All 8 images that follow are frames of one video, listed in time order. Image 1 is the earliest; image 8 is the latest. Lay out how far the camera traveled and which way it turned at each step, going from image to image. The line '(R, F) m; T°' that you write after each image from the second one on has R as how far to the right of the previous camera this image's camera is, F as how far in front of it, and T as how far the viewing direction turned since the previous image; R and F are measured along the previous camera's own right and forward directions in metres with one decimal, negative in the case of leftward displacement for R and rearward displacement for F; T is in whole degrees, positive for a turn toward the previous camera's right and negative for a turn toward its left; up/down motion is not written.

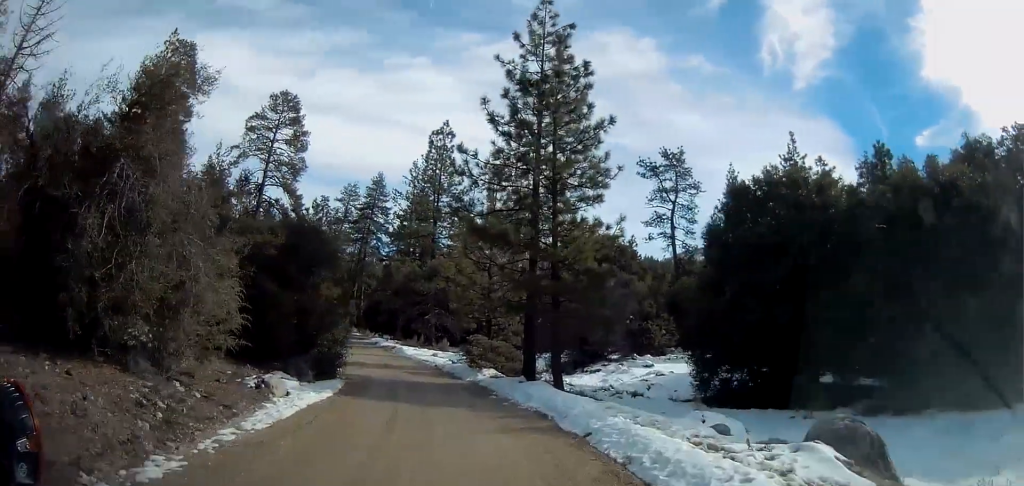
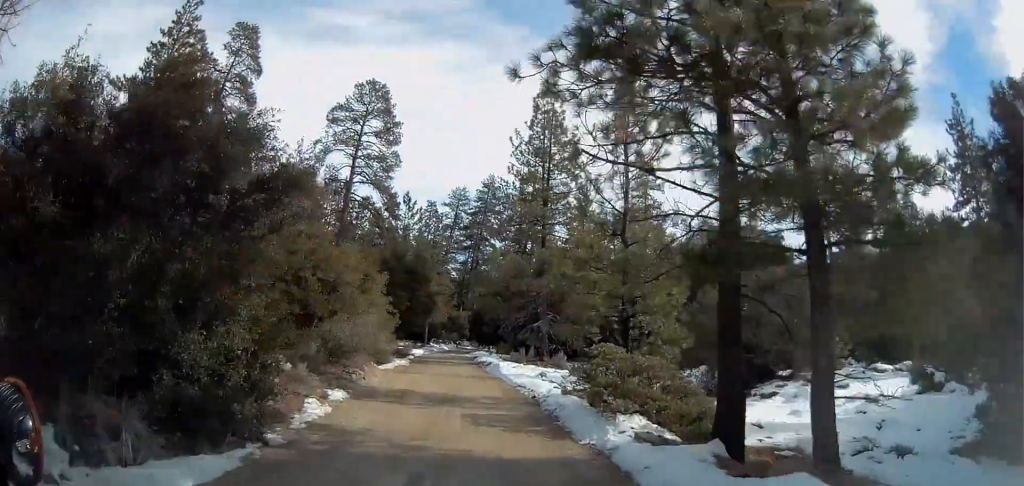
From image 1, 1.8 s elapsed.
(-1.6, +12.7) m; -13°
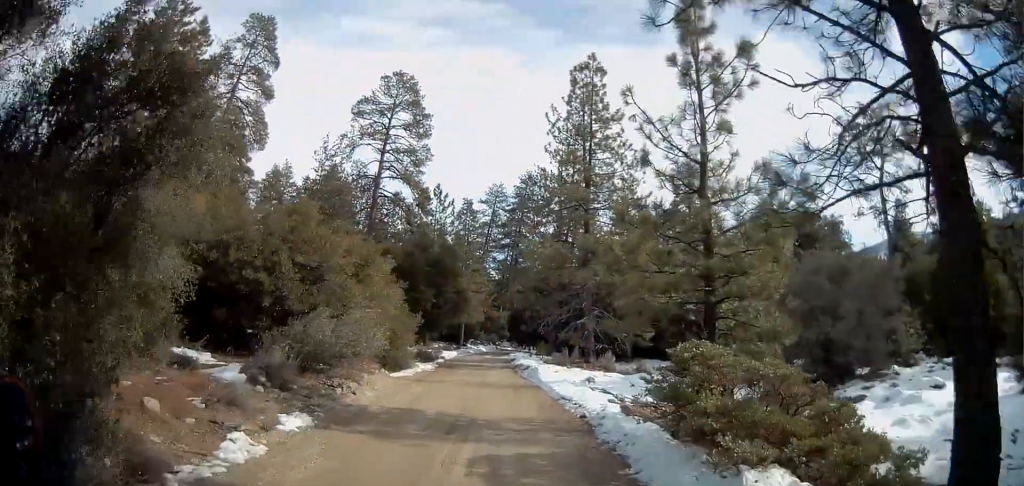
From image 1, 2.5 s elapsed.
(-0.1, +5.2) m; -4°
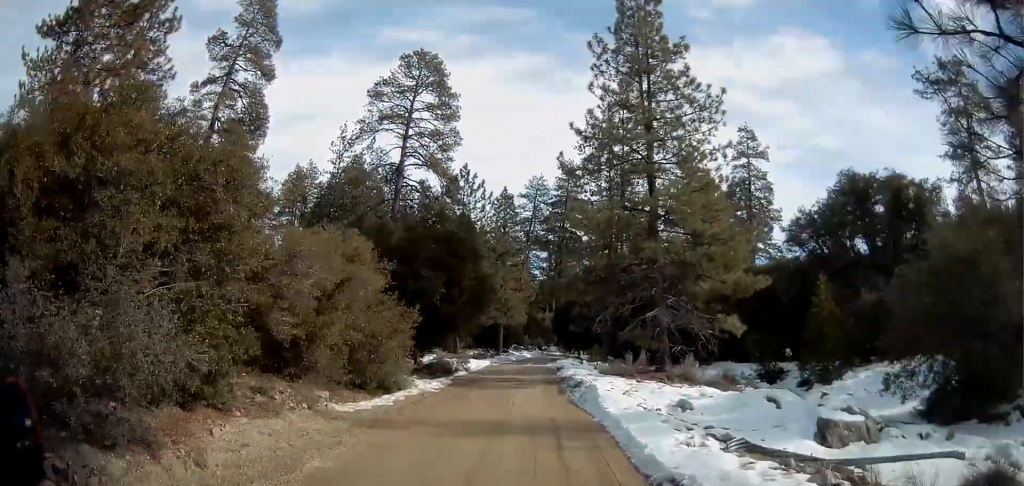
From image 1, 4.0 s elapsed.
(-0.4, +10.2) m; -4°
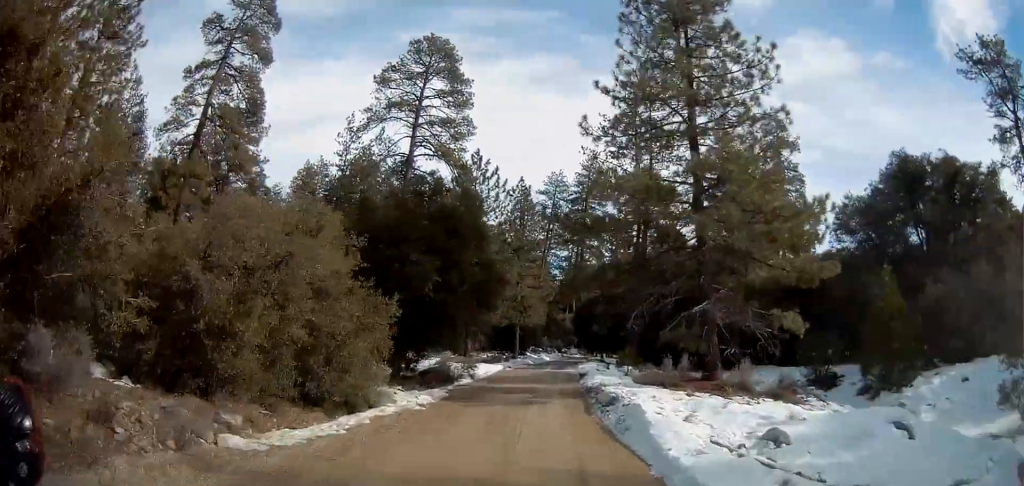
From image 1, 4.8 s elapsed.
(-0.2, +5.4) m; -1°
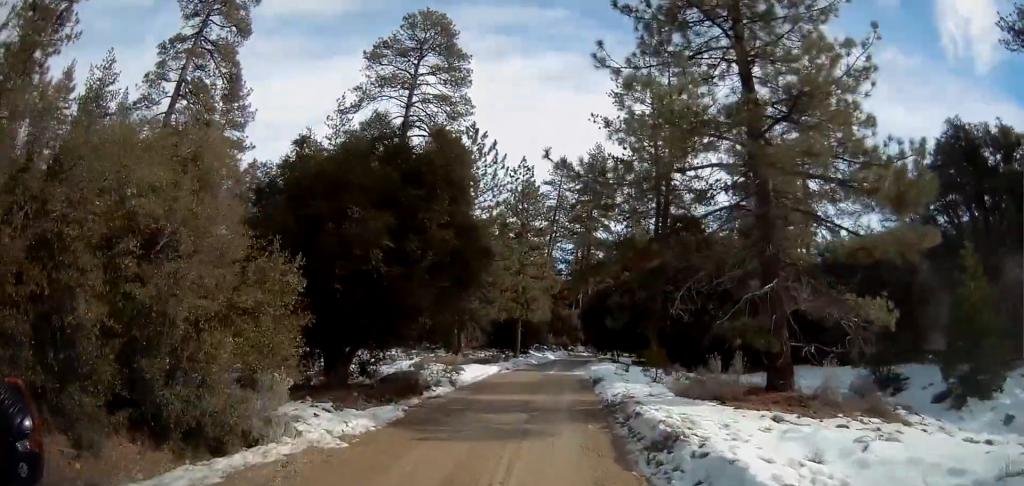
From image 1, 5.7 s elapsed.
(-0.1, +6.6) m; 0°
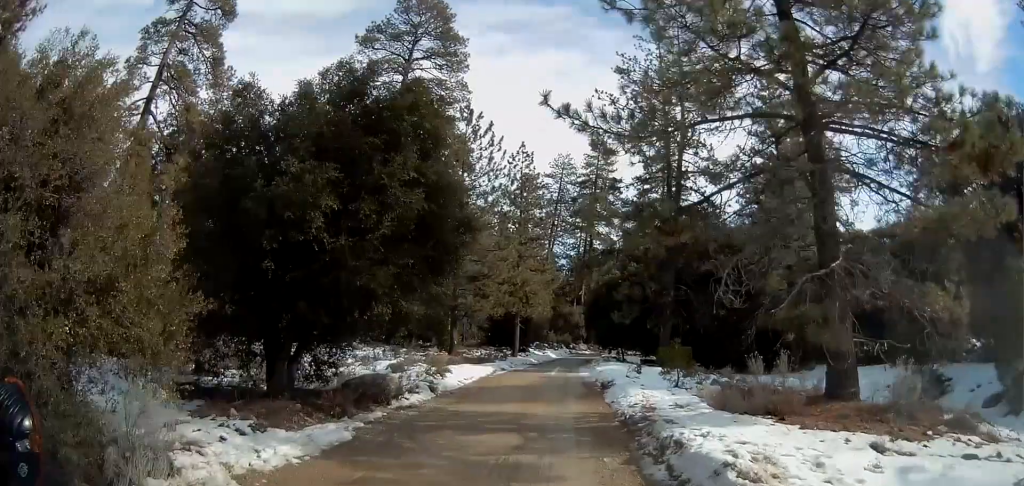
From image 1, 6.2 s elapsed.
(+0.1, +3.8) m; +1°
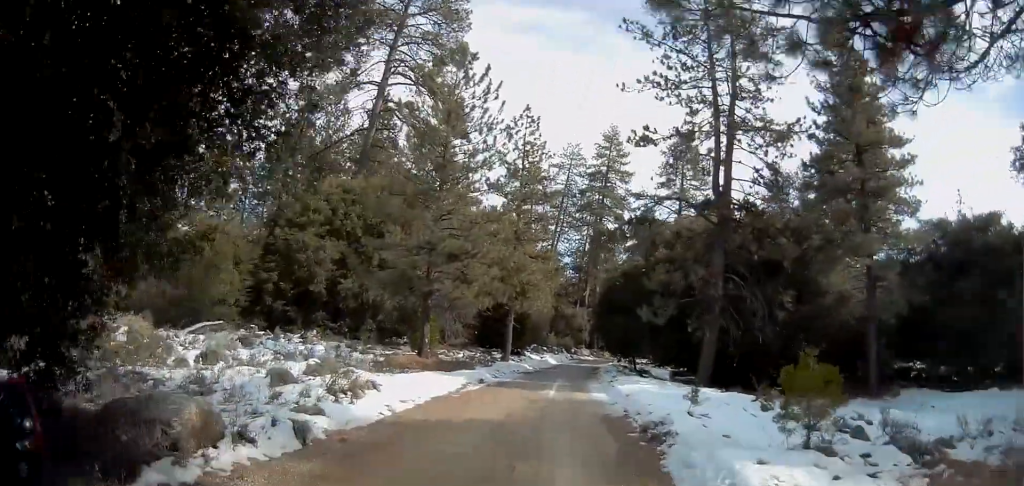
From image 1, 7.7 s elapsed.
(-0.1, +9.7) m; -1°
